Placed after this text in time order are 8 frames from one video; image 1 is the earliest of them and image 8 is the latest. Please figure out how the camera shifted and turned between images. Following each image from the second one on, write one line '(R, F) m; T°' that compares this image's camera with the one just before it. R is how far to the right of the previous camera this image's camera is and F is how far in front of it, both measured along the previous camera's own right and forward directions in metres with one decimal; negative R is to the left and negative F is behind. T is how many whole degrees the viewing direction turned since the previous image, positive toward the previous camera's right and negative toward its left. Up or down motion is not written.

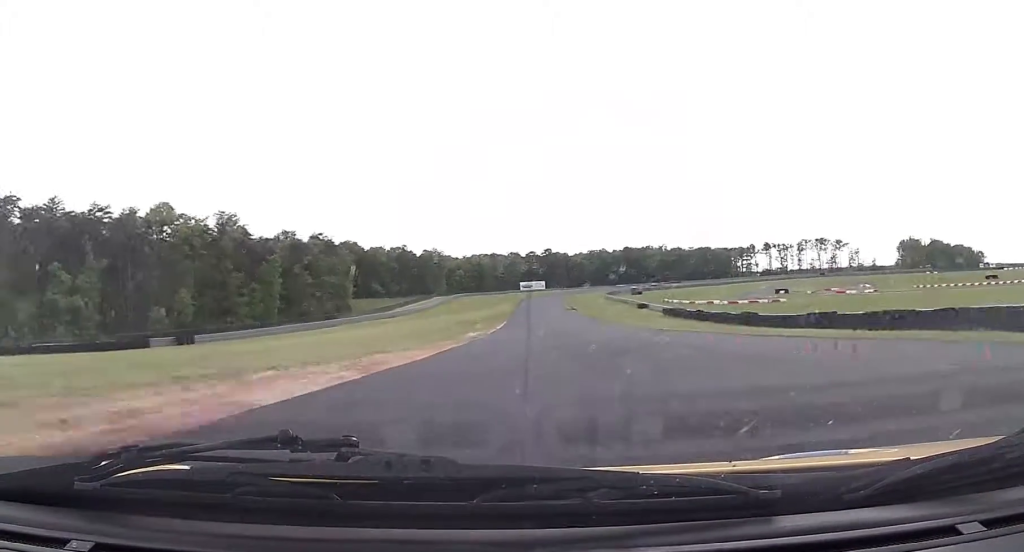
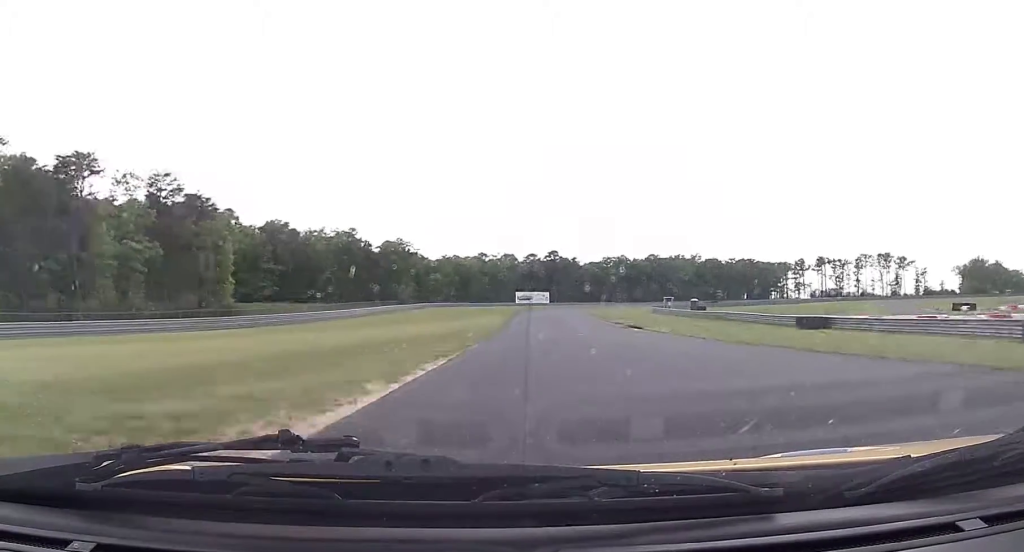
(-0.5, +74.4) m; 0°
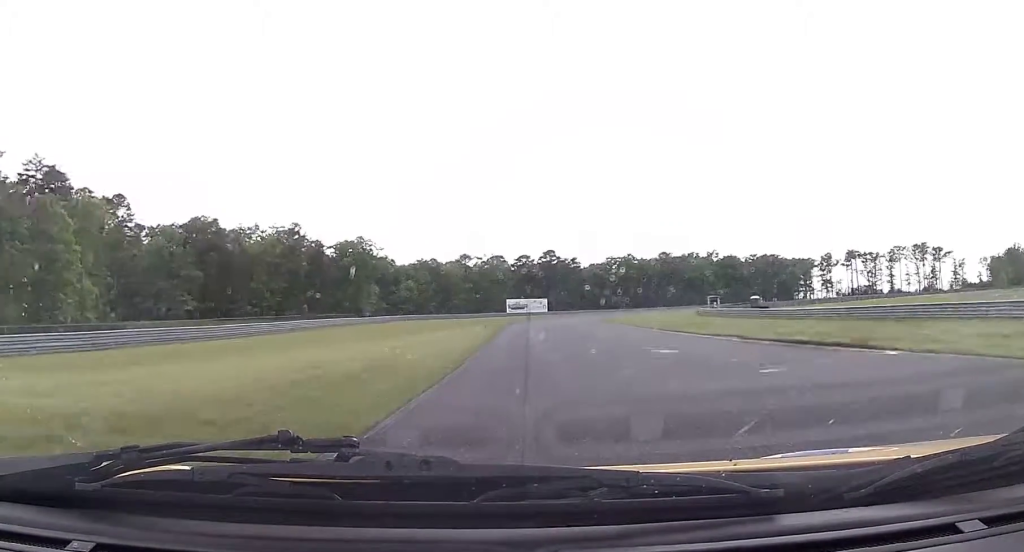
(+0.4, +37.9) m; +1°
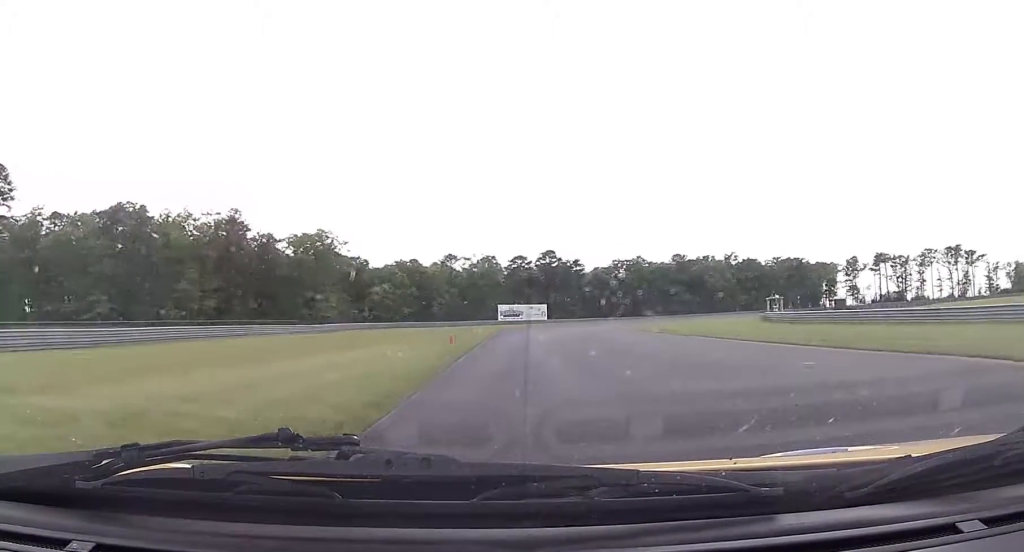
(+0.4, +27.4) m; +2°
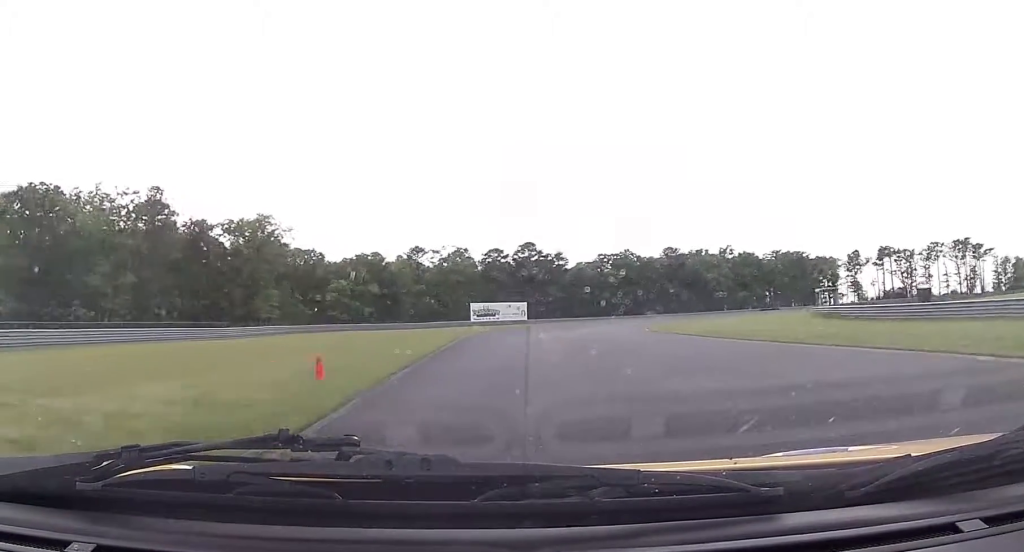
(+0.1, +19.4) m; +3°
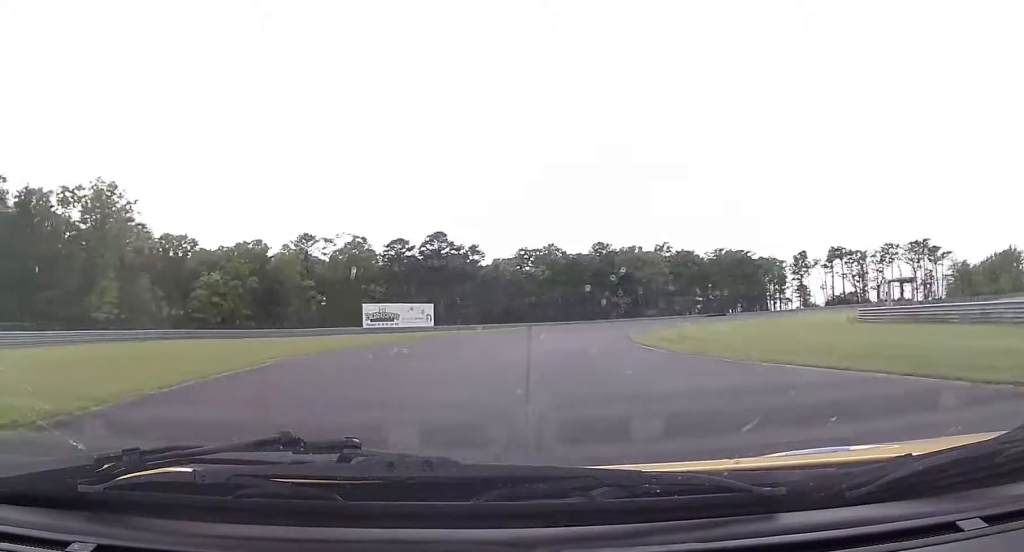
(+0.5, +24.2) m; +7°
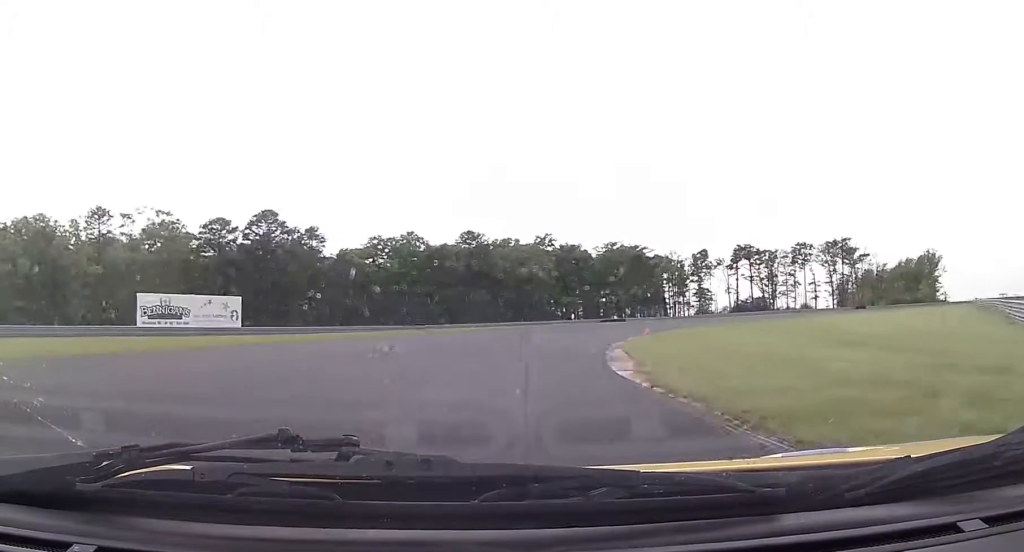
(+3.2, +29.2) m; +12°
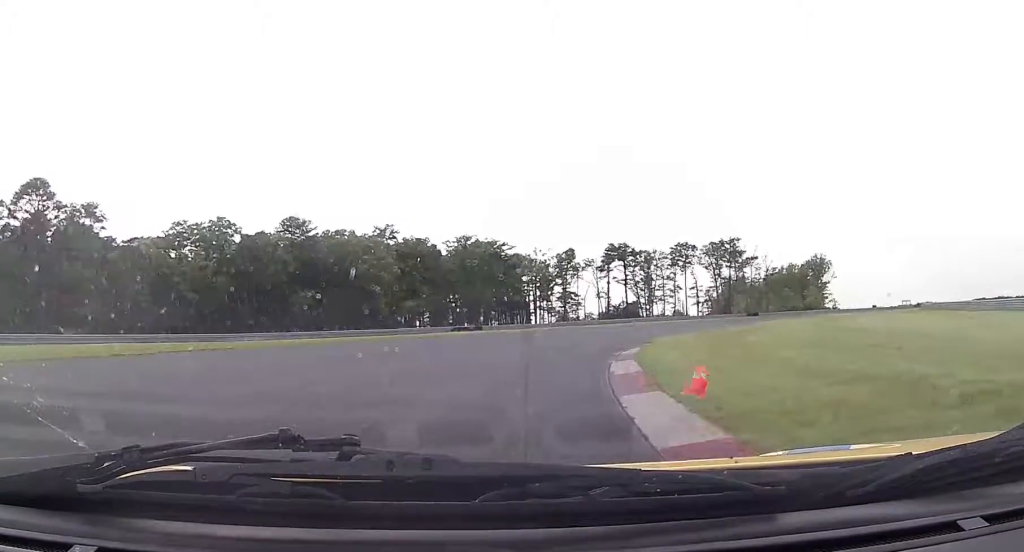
(+2.8, +25.3) m; +11°
